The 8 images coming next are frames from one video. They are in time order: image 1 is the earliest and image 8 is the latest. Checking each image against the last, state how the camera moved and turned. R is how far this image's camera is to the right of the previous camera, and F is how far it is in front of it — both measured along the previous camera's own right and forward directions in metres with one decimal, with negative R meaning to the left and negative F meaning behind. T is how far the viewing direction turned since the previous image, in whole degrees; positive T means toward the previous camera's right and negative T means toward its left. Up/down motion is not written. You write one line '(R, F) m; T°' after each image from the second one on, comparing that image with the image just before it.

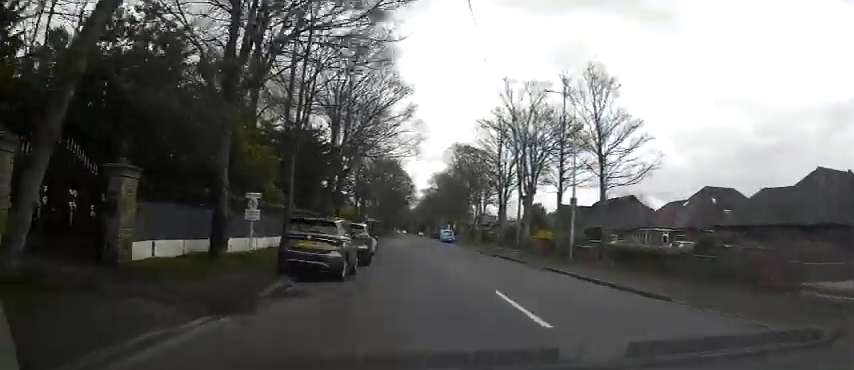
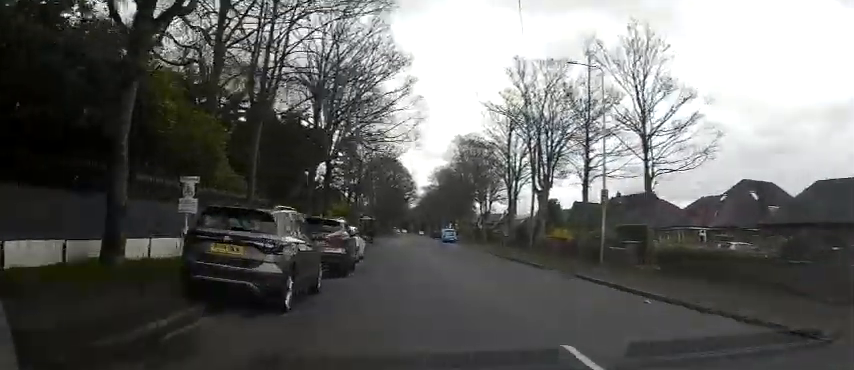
(+0.2, +5.4) m; +2°
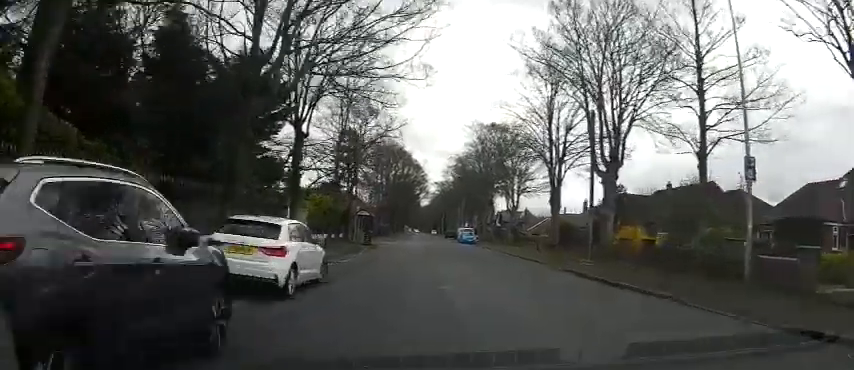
(0.0, +11.9) m; -2°
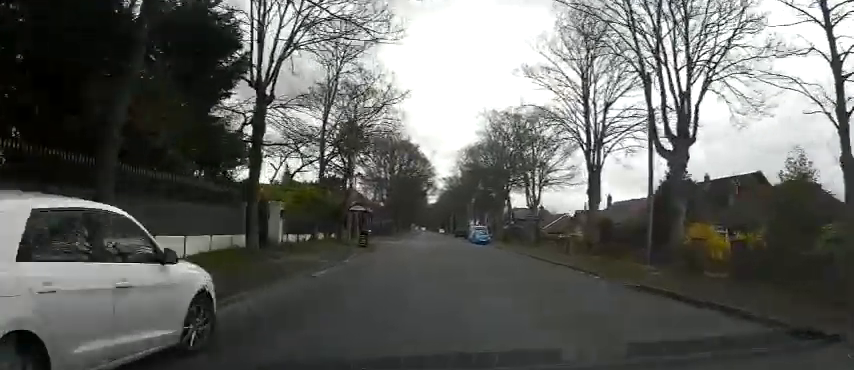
(-0.1, +7.4) m; -2°
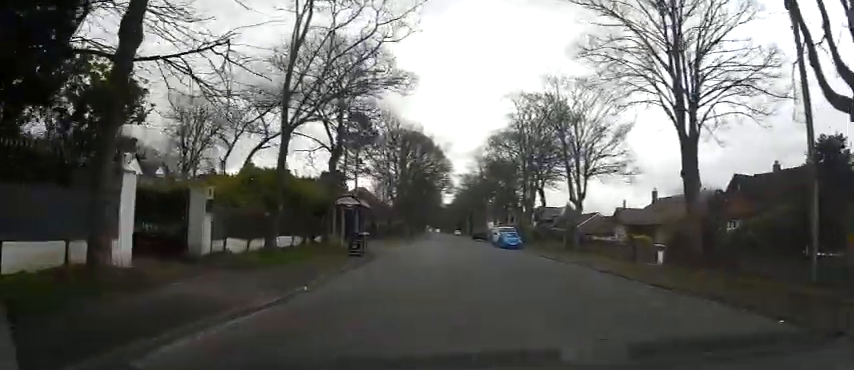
(-0.1, +9.8) m; -2°
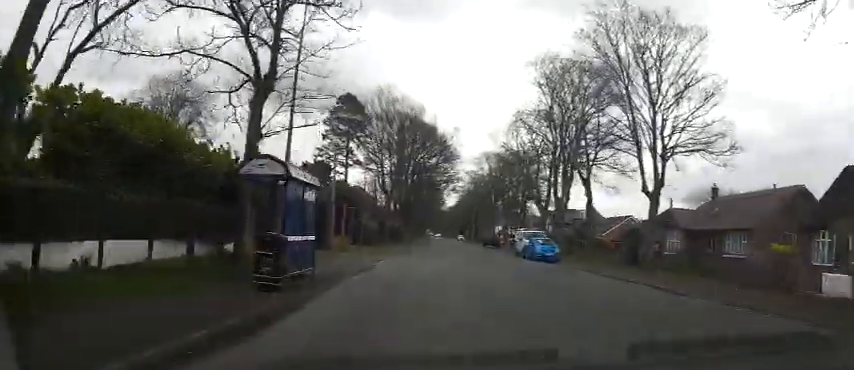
(-0.3, +12.7) m; 0°
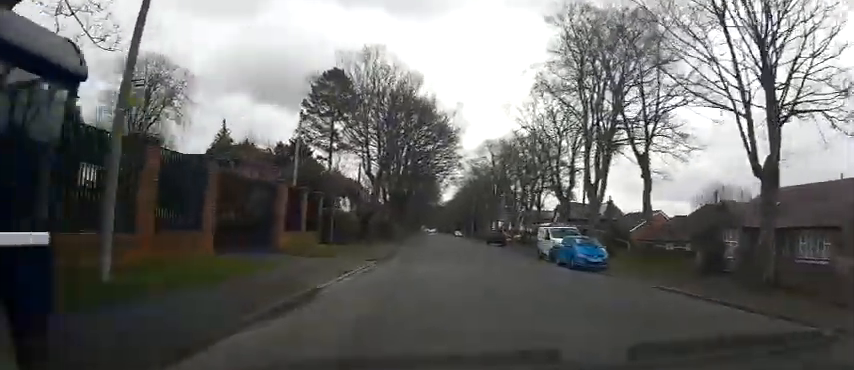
(+0.3, +9.3) m; 0°
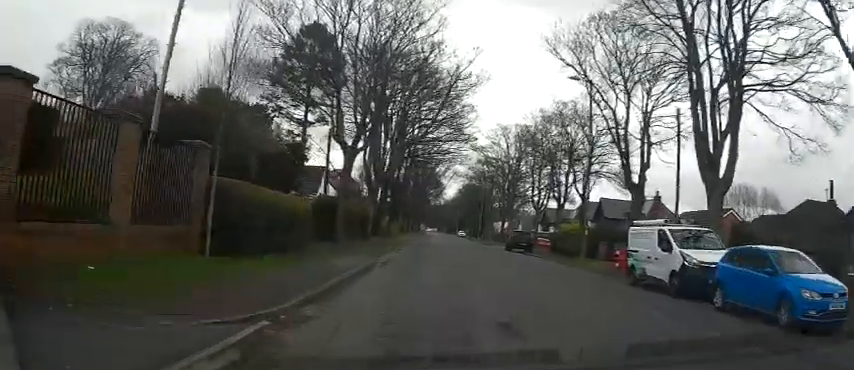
(-0.5, +14.8) m; -1°
